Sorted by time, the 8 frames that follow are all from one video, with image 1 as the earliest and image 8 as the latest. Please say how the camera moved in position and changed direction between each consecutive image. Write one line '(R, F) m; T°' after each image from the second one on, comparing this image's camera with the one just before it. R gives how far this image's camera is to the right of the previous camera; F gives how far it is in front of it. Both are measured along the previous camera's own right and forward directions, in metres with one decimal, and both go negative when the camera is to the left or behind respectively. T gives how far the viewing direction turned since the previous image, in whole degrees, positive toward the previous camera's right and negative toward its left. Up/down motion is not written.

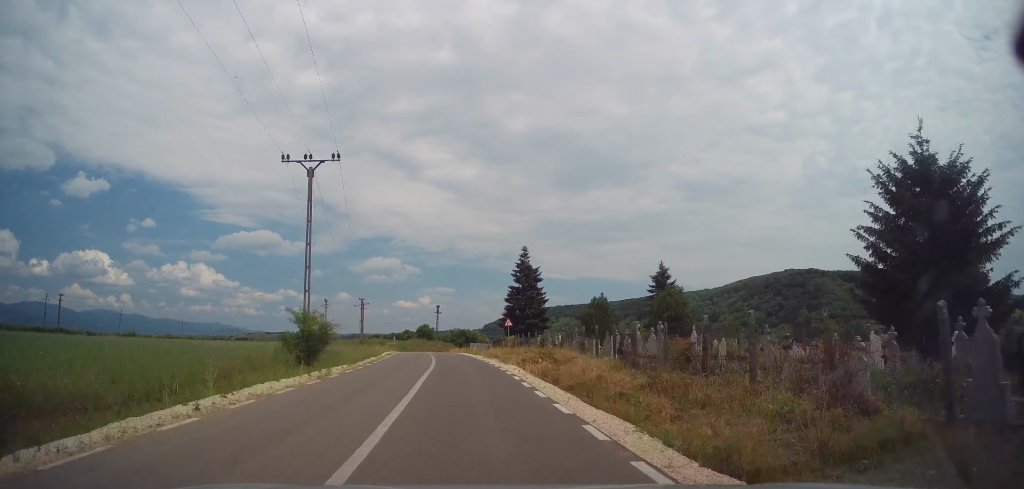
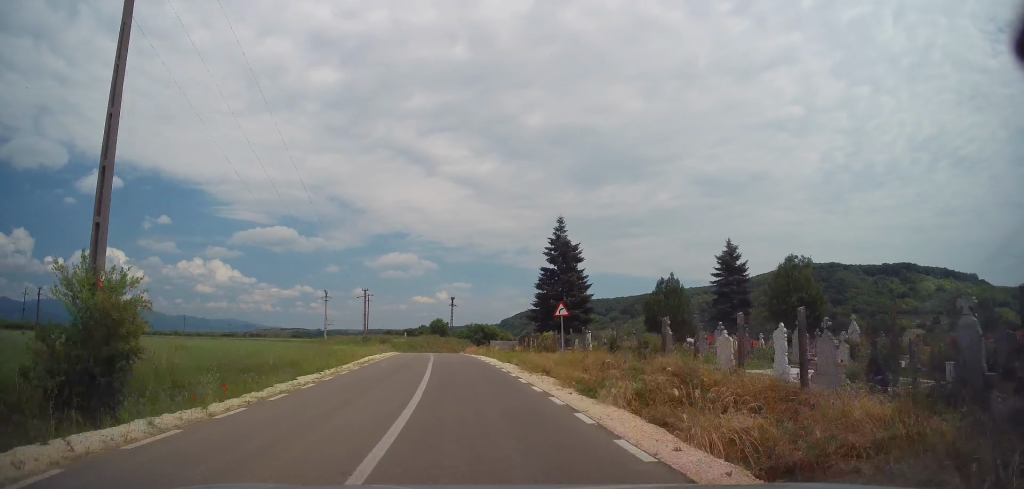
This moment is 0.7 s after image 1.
(-0.7, +14.3) m; -1°
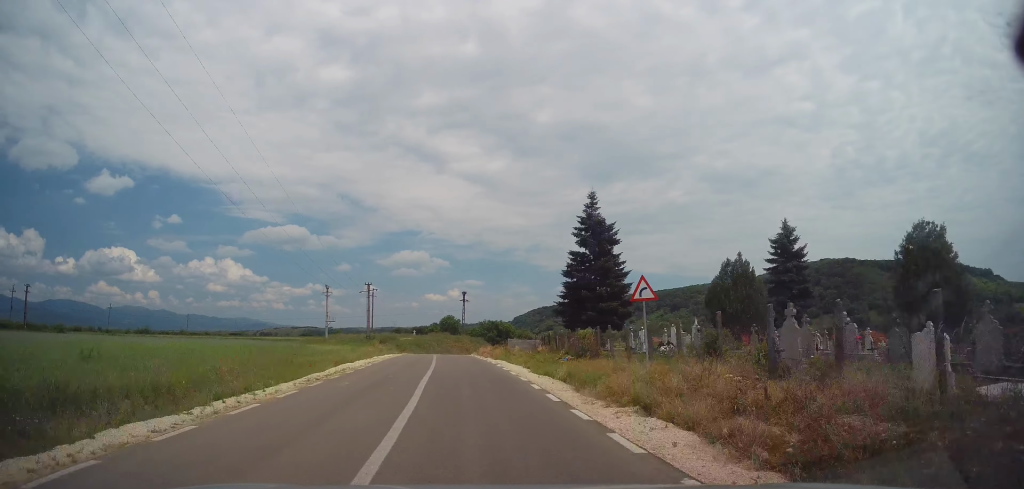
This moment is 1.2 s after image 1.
(0.0, +9.1) m; -1°
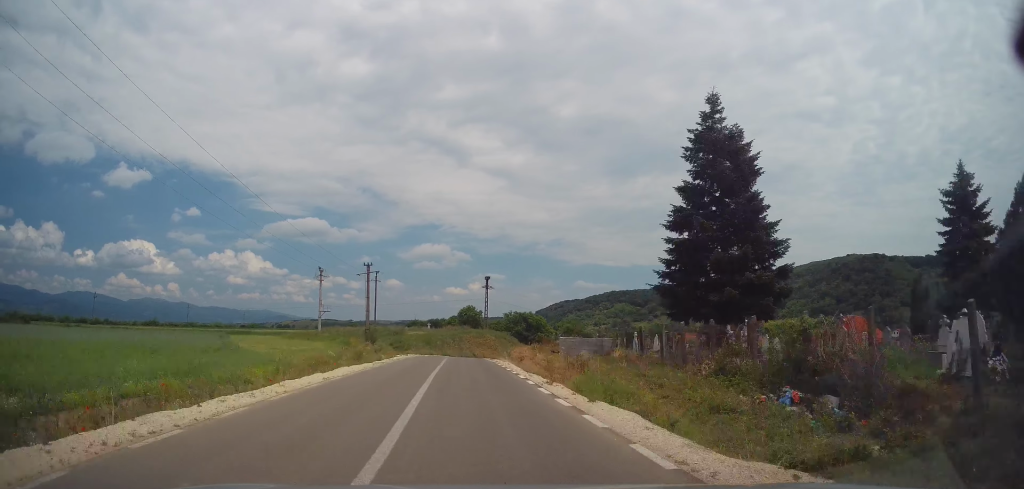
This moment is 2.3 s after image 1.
(0.0, +19.1) m; -2°
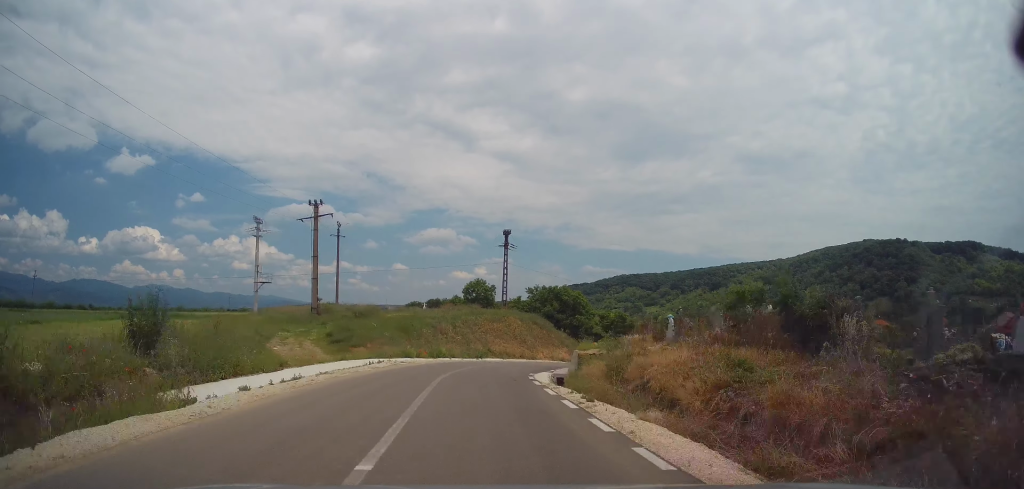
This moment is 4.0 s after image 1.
(-0.5, +29.8) m; -2°
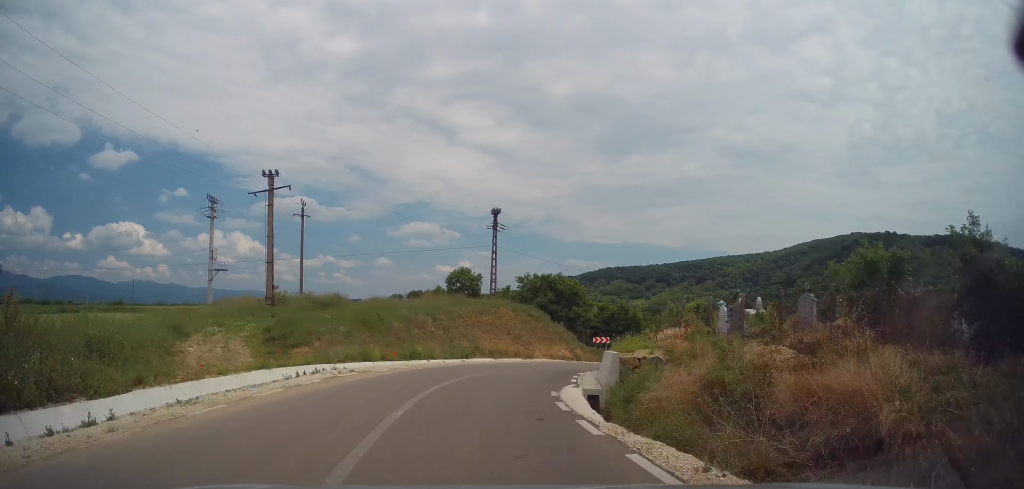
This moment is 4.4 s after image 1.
(-0.3, +7.5) m; +1°
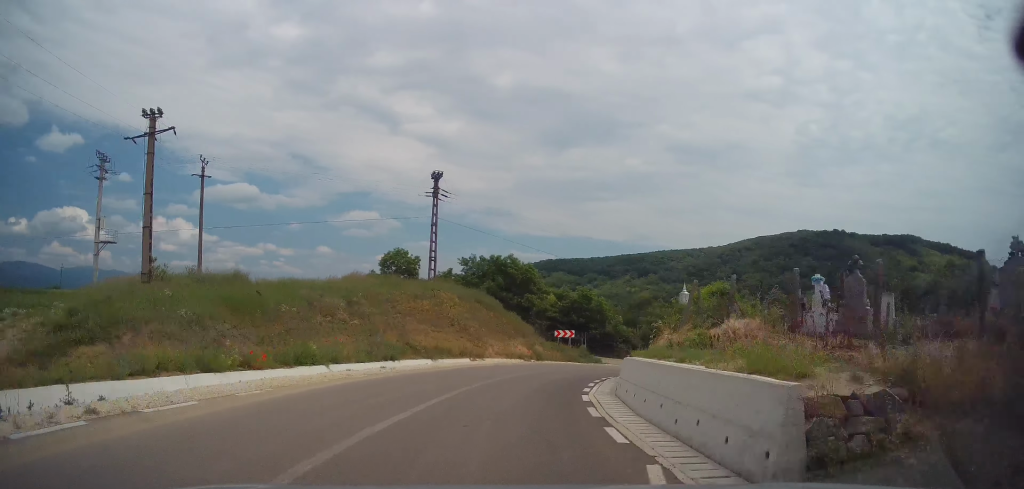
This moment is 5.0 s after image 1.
(-0.2, +9.5) m; +2°
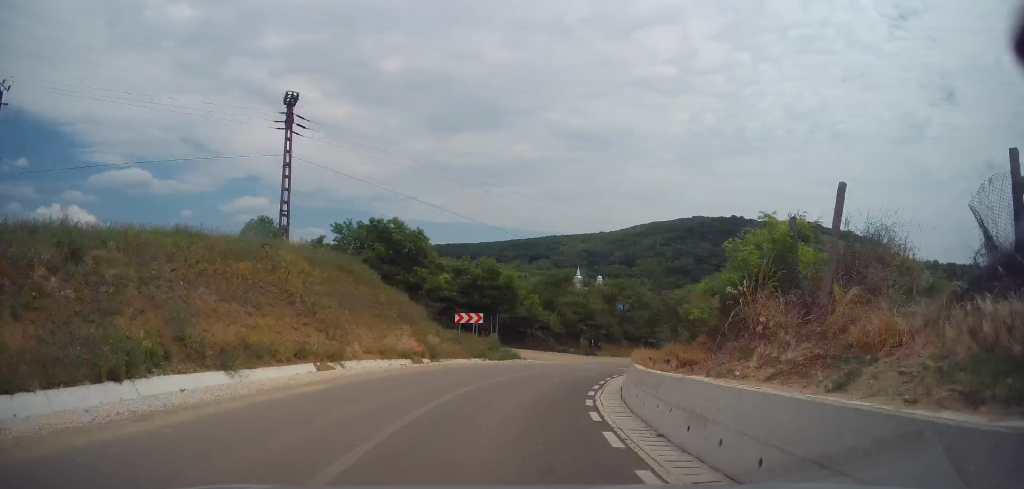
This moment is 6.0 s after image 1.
(+0.8, +12.8) m; +10°
